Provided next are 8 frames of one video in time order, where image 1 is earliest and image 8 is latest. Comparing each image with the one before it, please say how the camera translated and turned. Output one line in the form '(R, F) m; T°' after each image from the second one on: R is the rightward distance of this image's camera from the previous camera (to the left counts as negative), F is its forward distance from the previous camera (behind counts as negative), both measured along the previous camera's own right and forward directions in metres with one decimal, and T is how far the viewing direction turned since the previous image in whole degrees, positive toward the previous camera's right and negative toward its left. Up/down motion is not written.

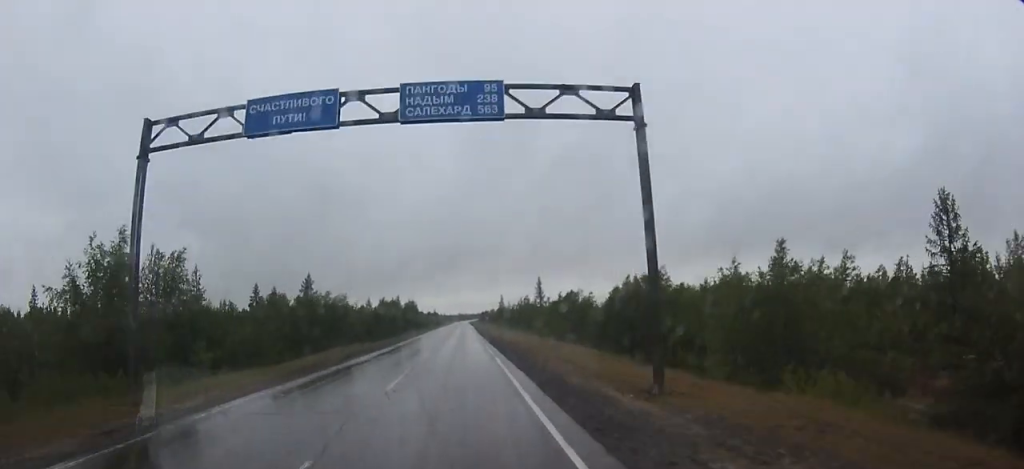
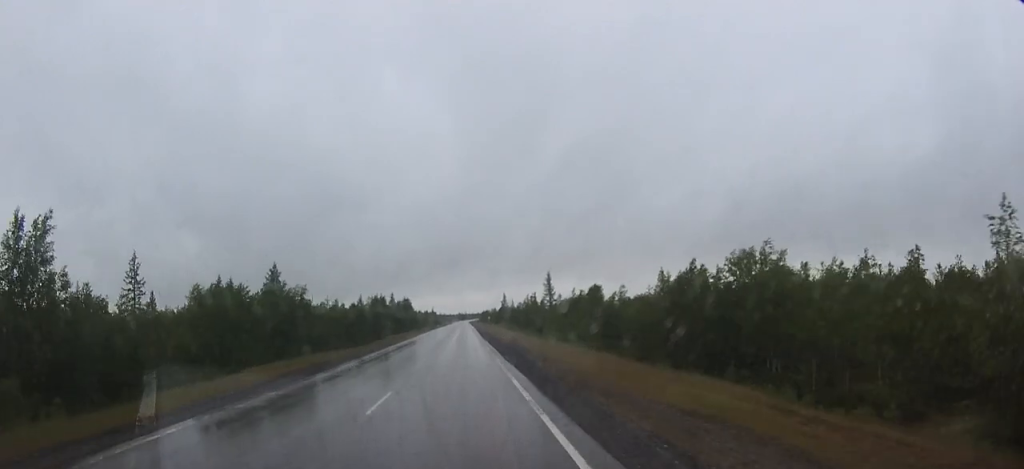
(0.0, +16.3) m; 0°
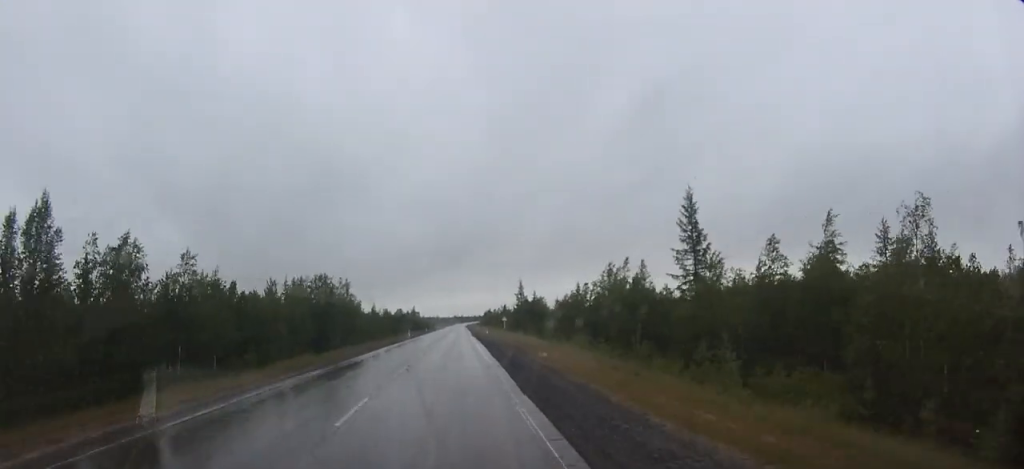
(+0.3, +83.0) m; 0°
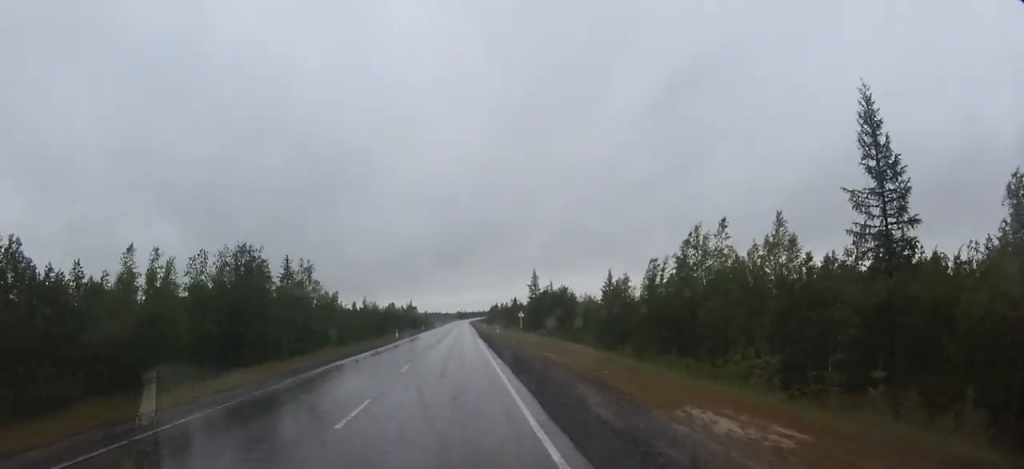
(-0.1, +22.9) m; 0°
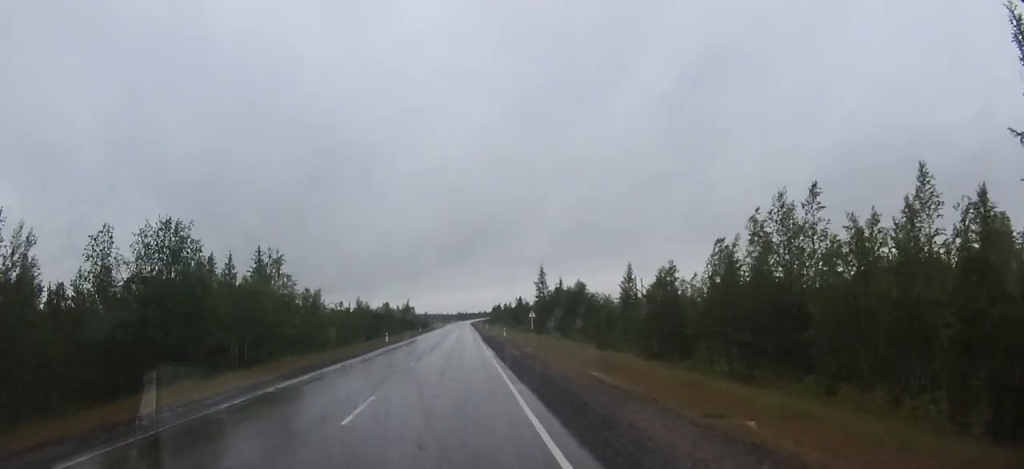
(0.0, +11.1) m; 0°
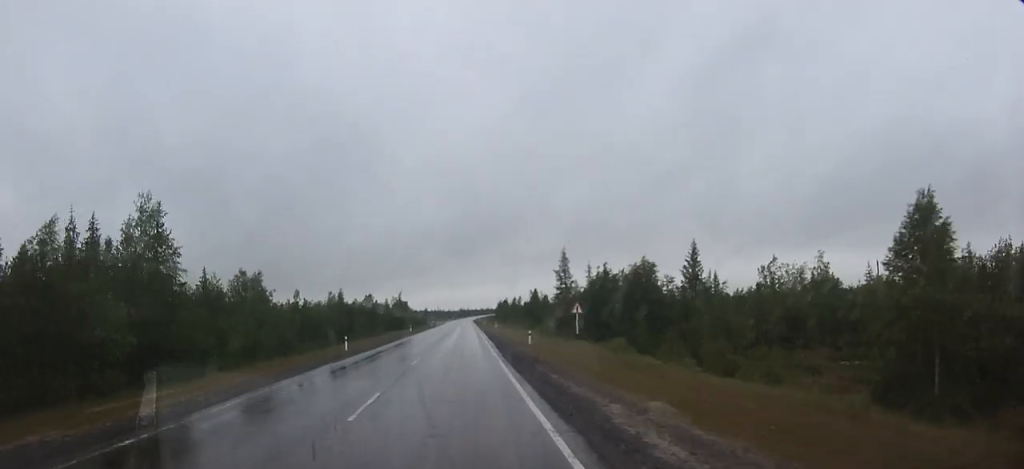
(0.0, +23.9) m; 0°
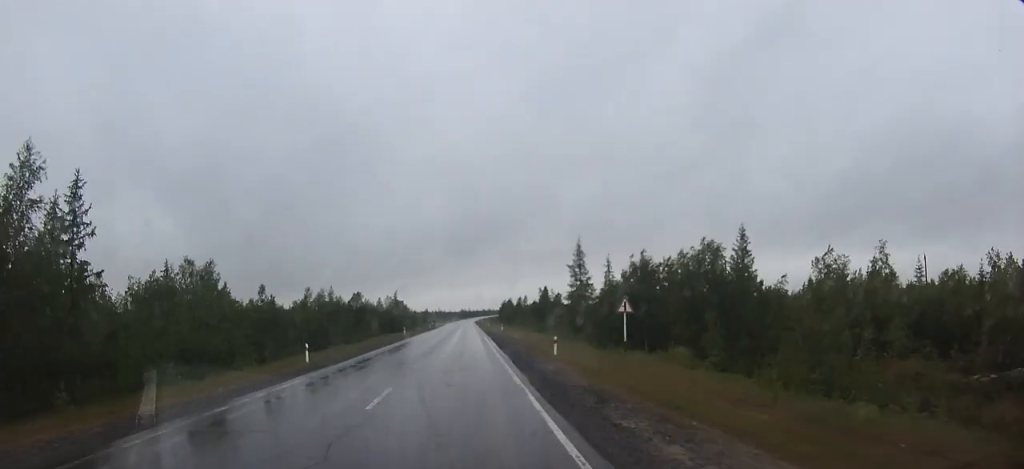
(0.0, +11.2) m; 0°
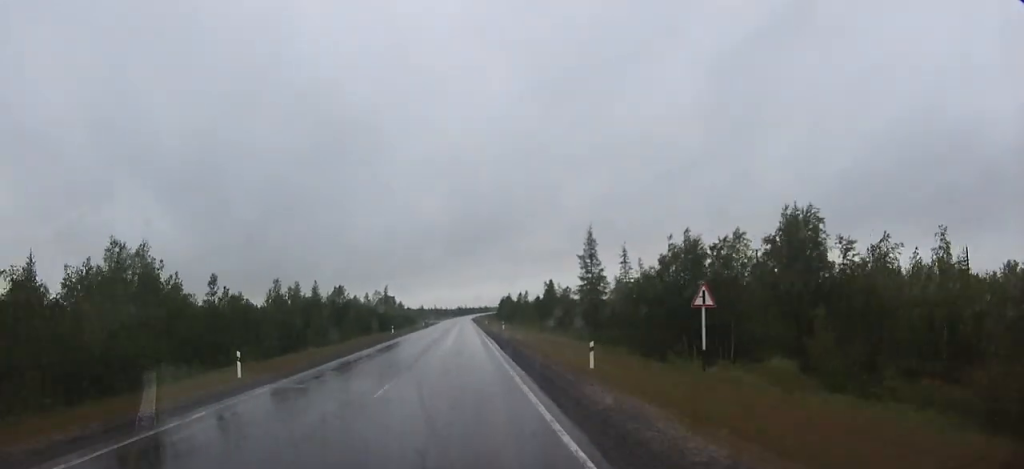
(0.0, +9.6) m; 0°
